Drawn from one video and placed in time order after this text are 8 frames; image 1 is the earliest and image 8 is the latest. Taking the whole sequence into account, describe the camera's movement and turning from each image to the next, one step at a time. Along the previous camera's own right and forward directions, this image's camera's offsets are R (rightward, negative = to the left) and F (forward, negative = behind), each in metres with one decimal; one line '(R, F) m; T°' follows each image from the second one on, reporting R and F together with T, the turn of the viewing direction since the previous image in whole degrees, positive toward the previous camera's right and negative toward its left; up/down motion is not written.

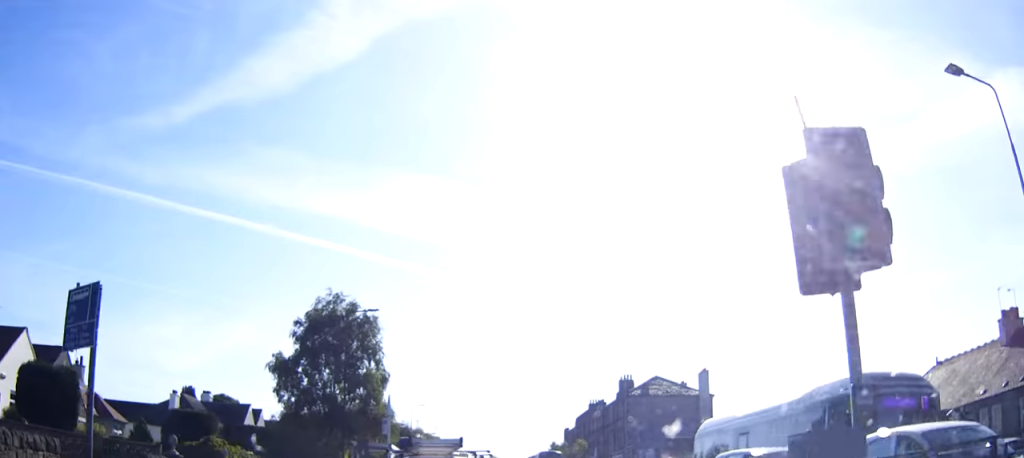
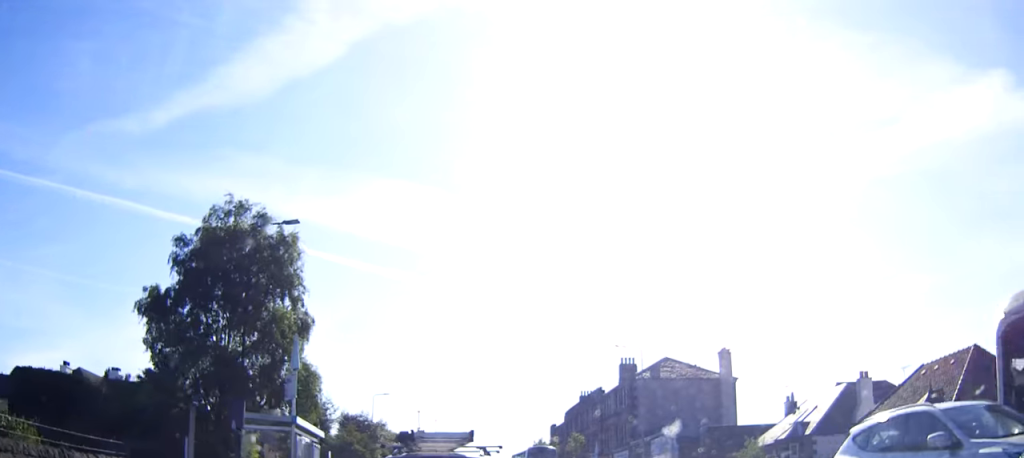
(+0.1, +14.6) m; 0°
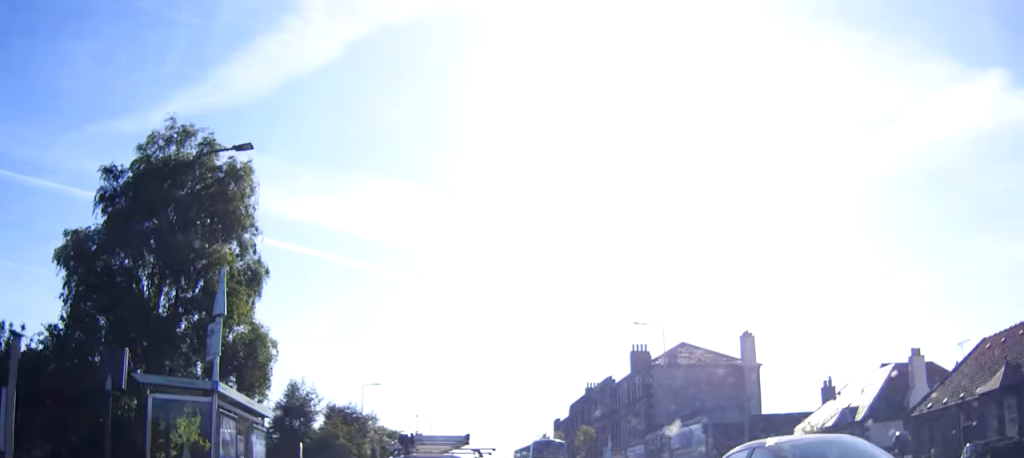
(0.0, +6.5) m; 0°
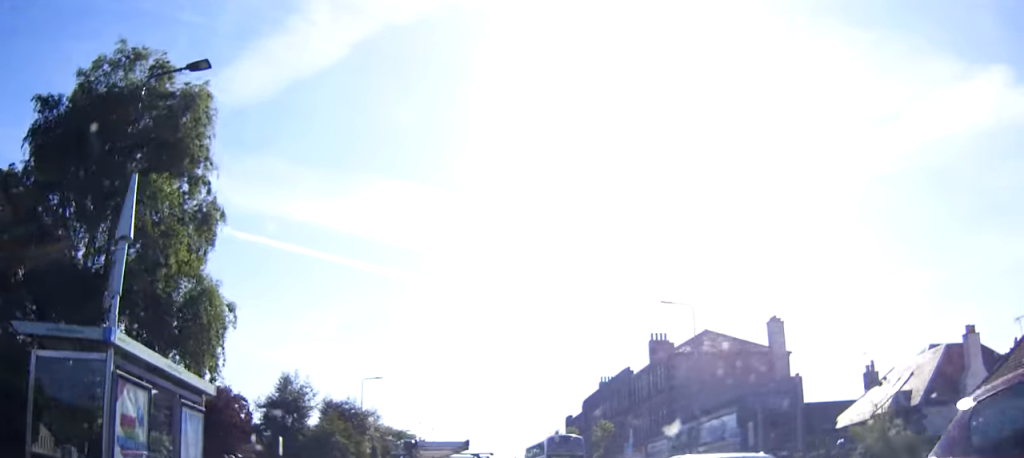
(0.0, +5.0) m; 0°
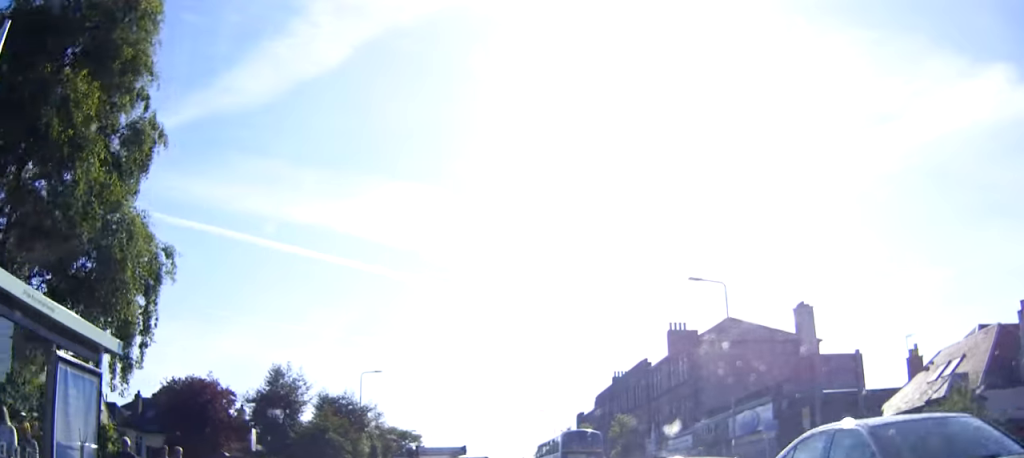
(0.0, +4.4) m; 0°
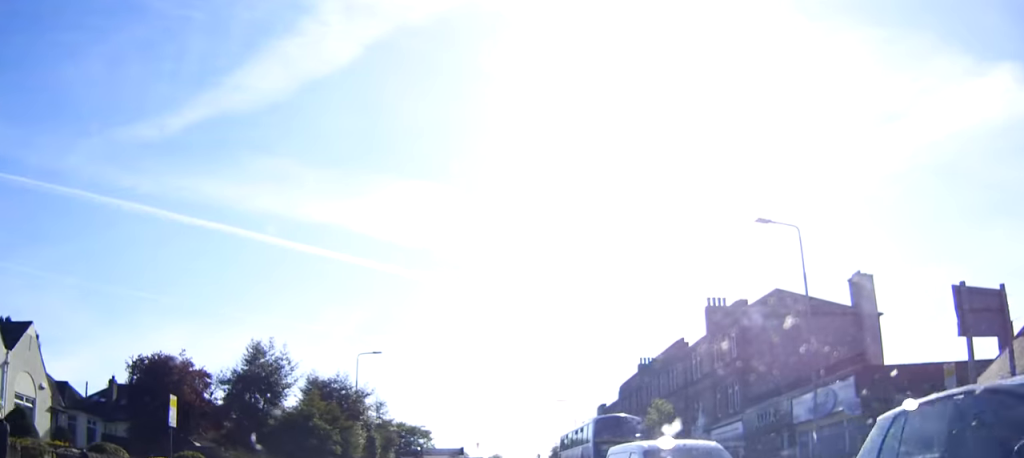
(0.0, +7.3) m; -1°
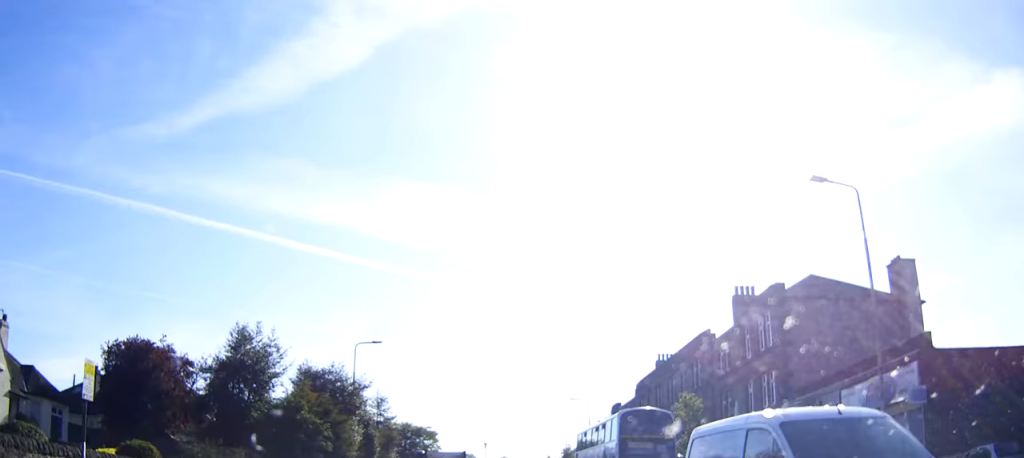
(0.0, +4.1) m; -1°
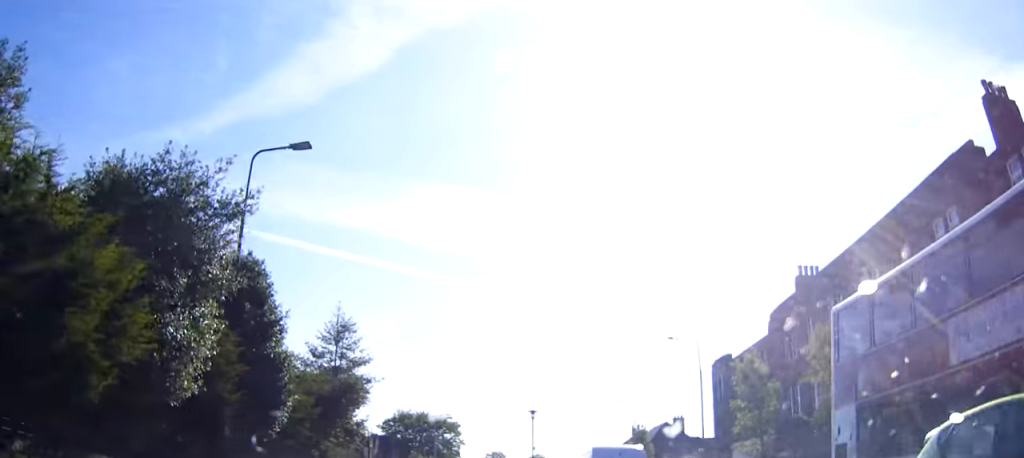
(-0.3, +27.2) m; -1°
